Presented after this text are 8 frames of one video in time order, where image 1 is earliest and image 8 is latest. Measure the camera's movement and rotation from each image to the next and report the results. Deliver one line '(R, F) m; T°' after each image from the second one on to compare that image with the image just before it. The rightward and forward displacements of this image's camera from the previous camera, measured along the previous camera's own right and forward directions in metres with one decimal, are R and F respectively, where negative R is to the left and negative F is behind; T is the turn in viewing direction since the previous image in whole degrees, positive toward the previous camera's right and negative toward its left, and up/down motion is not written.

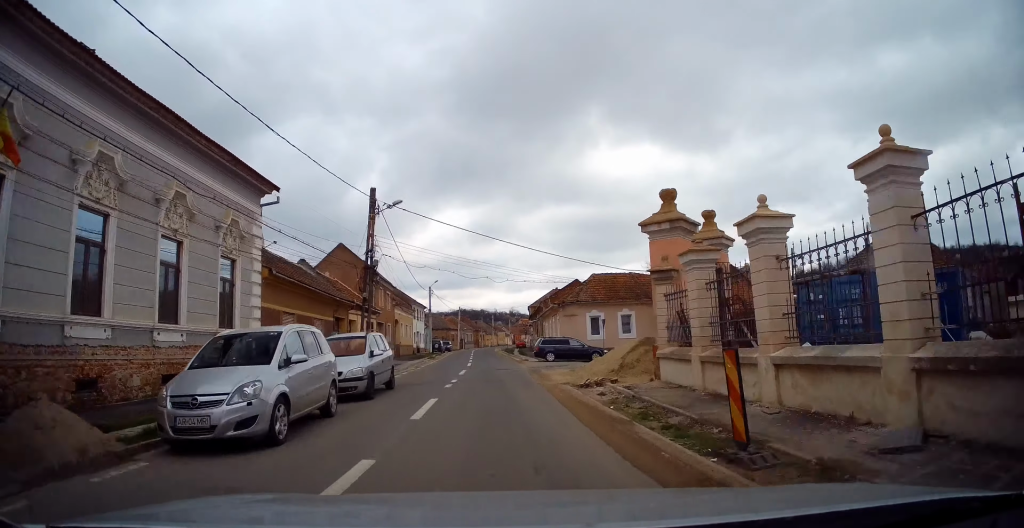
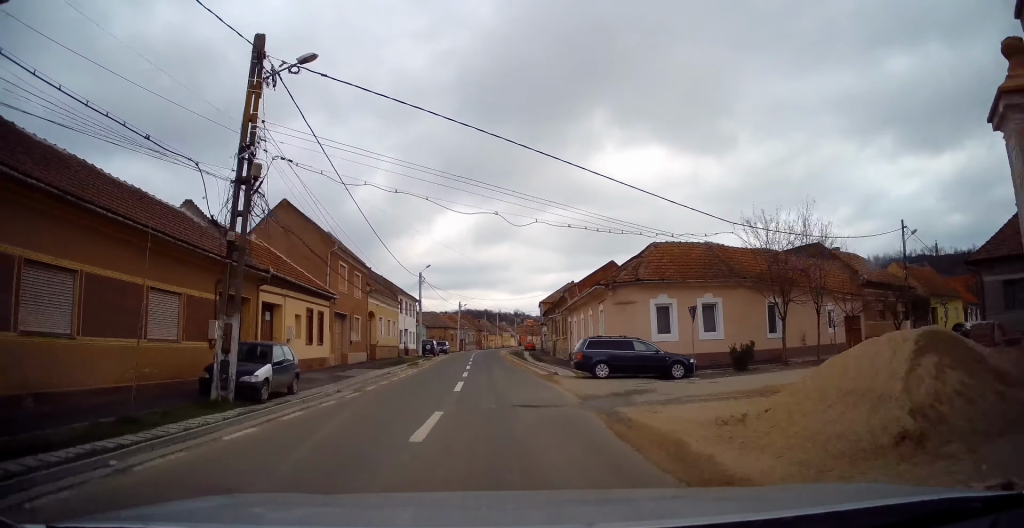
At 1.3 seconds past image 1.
(0.0, +13.8) m; +1°
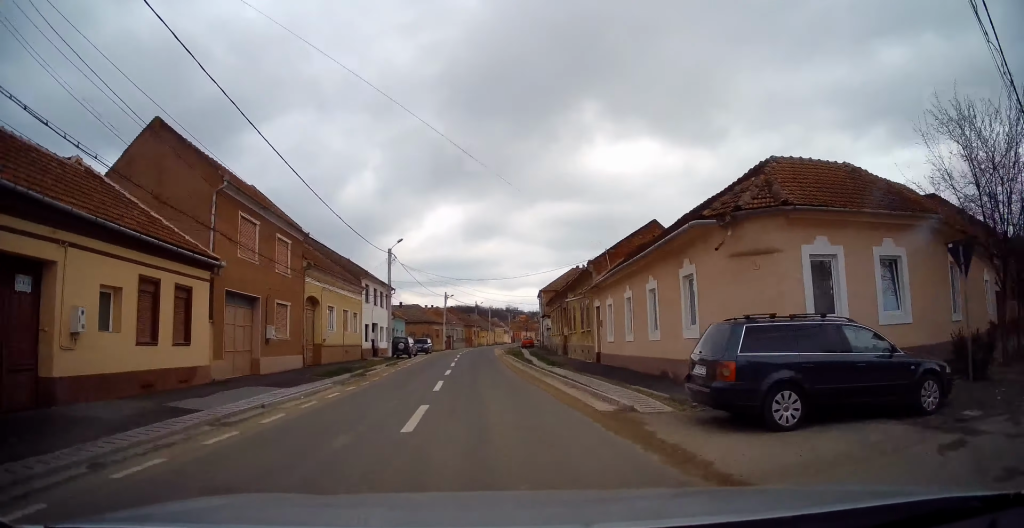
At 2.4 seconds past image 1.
(+0.1, +12.4) m; -1°
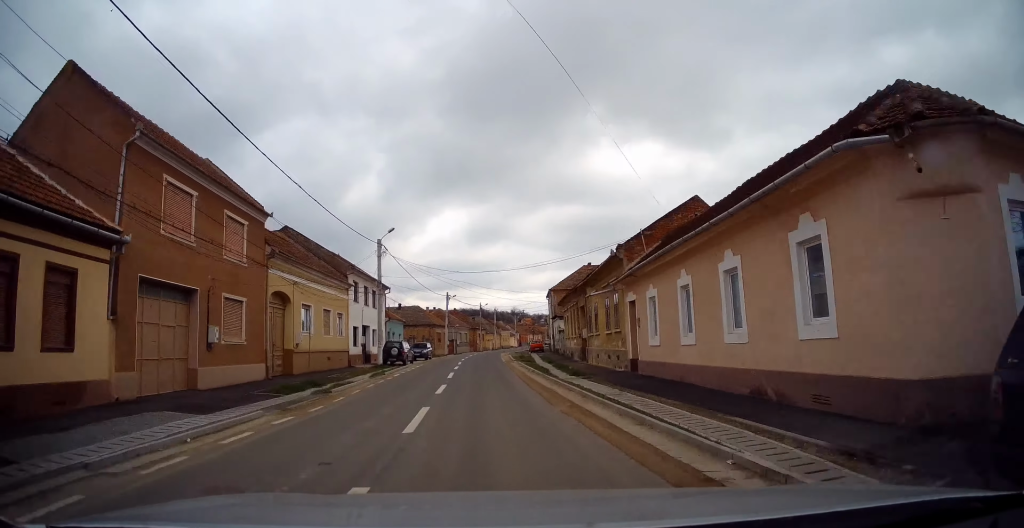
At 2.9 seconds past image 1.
(-0.1, +5.5) m; -1°
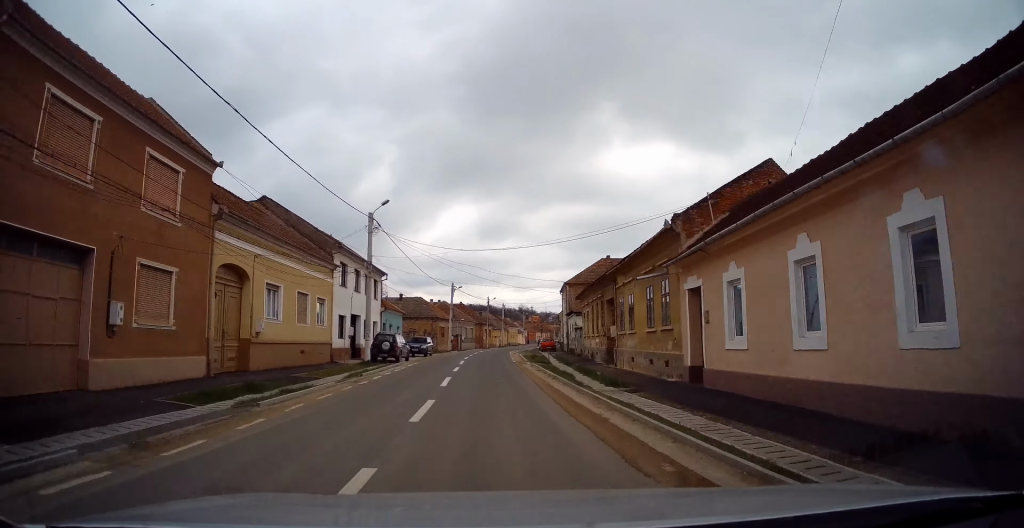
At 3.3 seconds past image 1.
(-0.2, +5.6) m; -1°
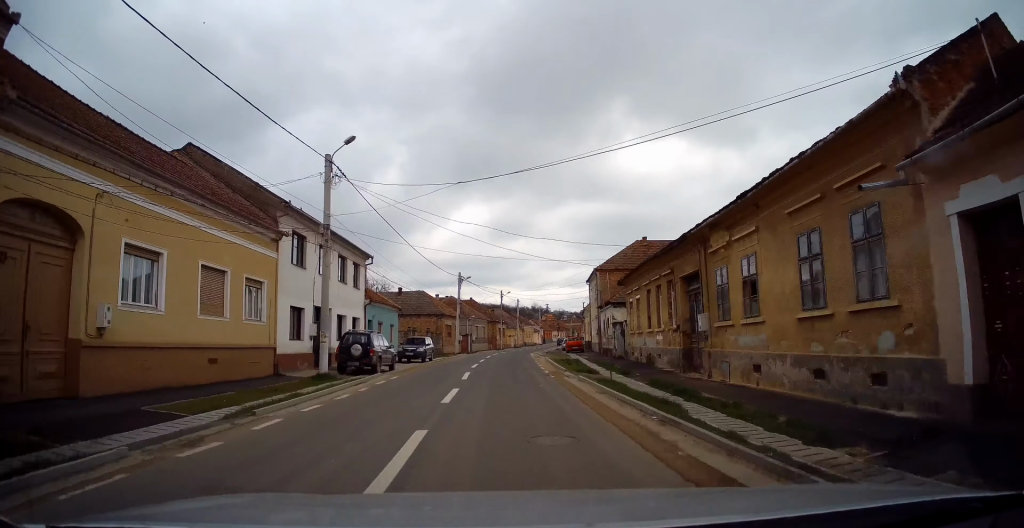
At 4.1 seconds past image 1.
(-0.1, +10.0) m; +1°
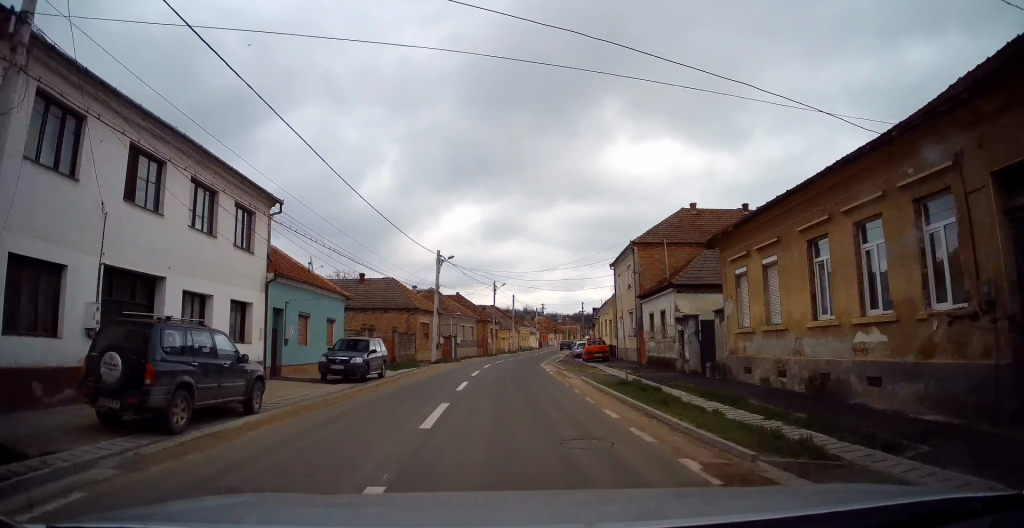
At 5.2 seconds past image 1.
(+0.4, +14.2) m; +2°
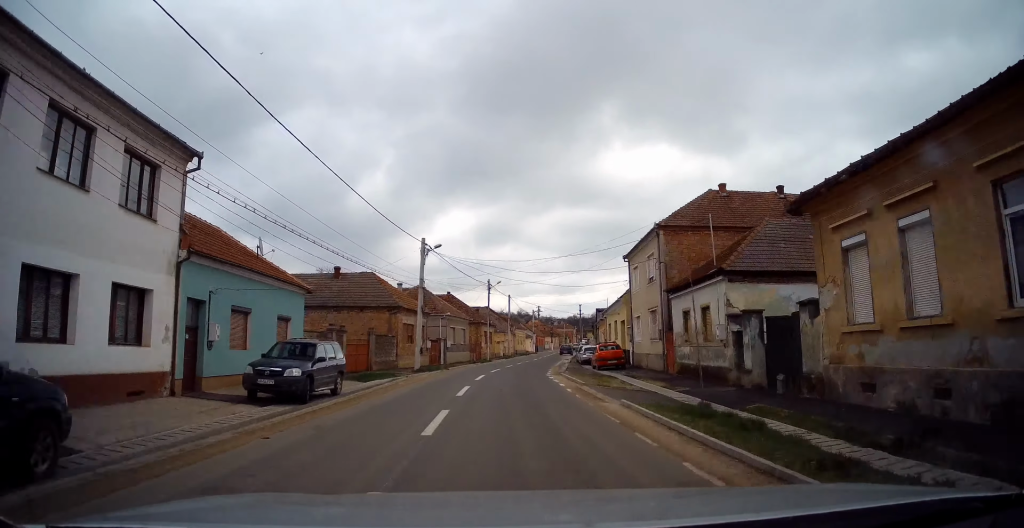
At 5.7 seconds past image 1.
(+0.1, +5.7) m; 0°
